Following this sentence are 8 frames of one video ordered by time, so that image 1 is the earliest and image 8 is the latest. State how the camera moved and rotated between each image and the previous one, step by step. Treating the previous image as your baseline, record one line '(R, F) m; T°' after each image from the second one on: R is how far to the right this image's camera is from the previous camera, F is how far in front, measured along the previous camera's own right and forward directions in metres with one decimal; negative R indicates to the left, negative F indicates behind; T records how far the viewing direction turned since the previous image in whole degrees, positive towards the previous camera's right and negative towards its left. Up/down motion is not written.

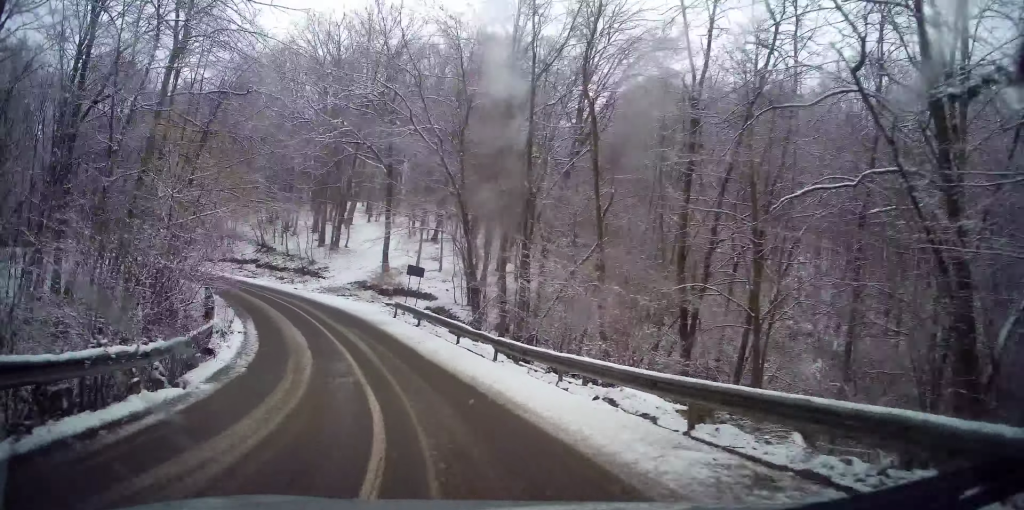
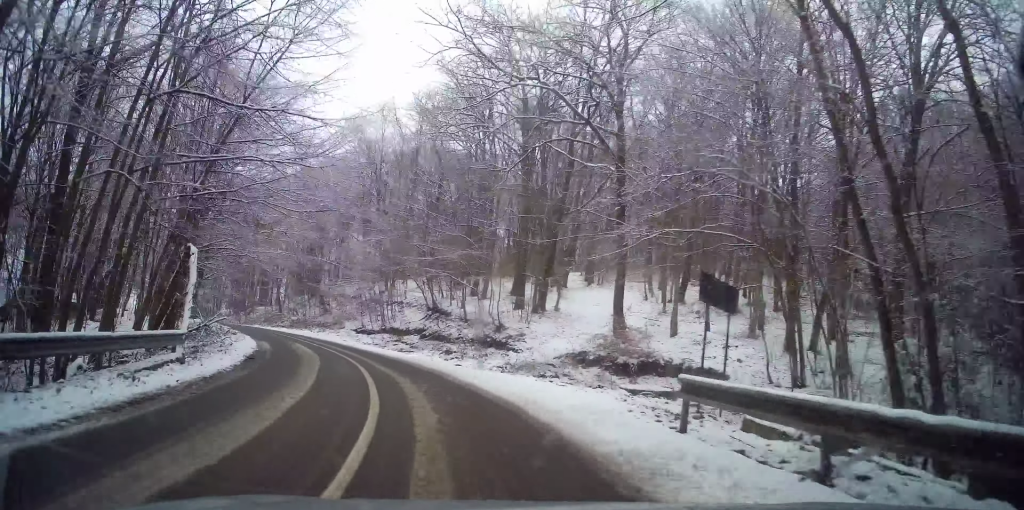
(-4.4, +16.0) m; -28°
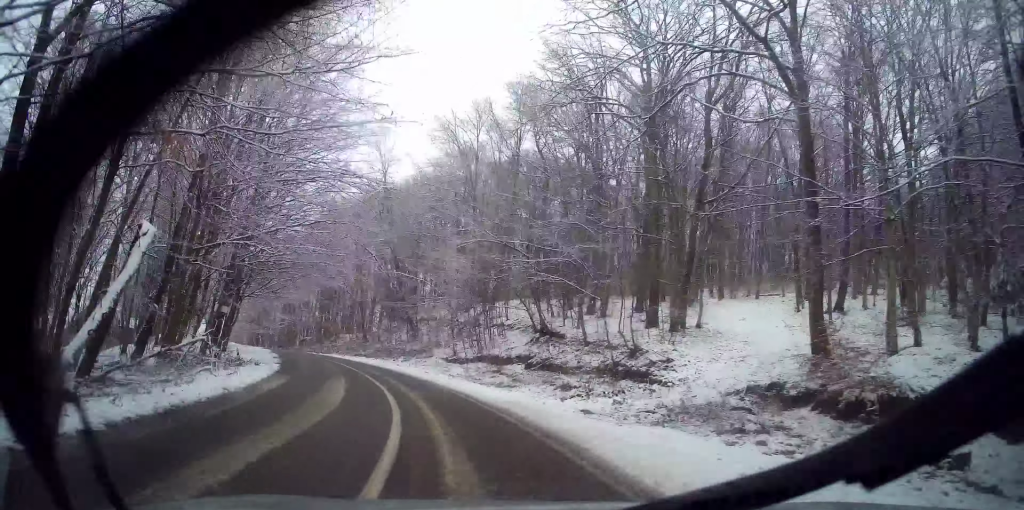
(-0.8, +8.1) m; -10°
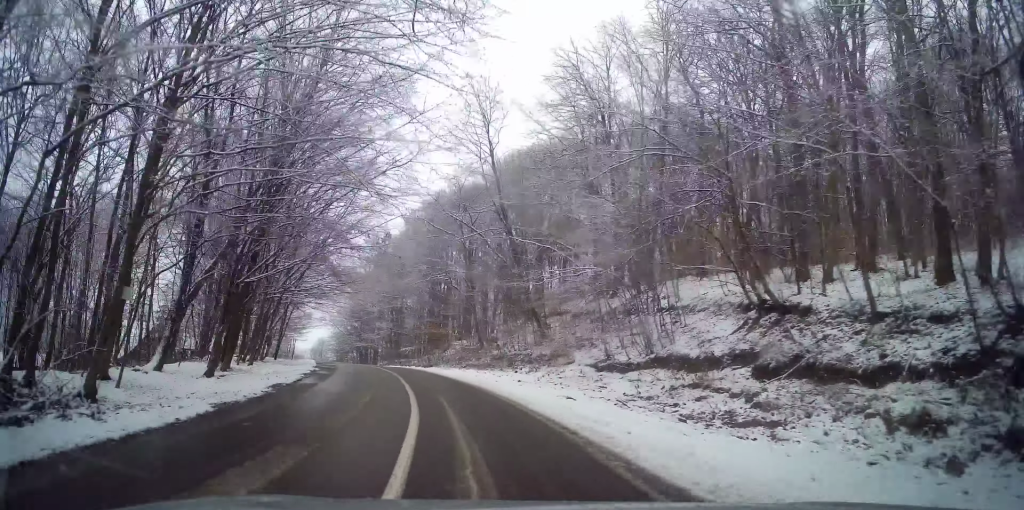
(-1.5, +12.8) m; -12°
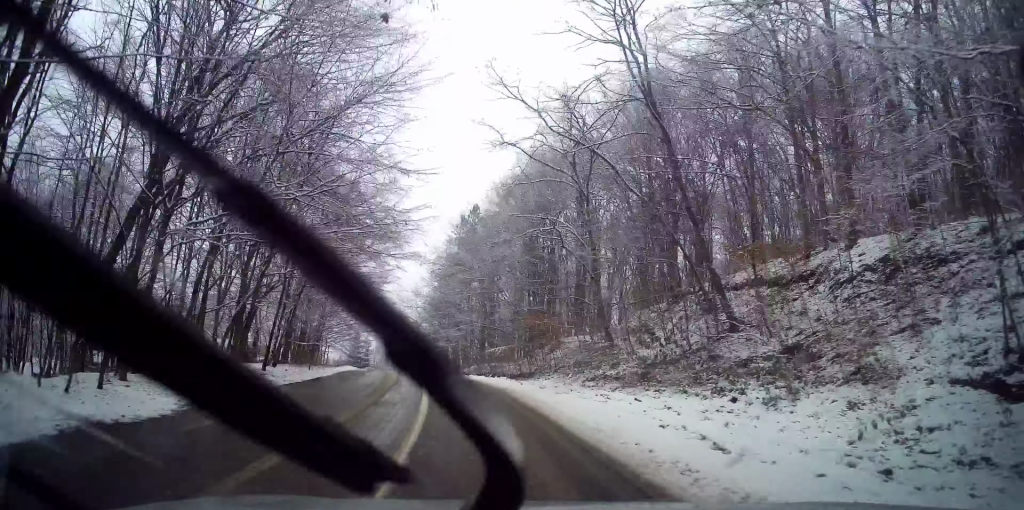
(-1.5, +16.1) m; -10°
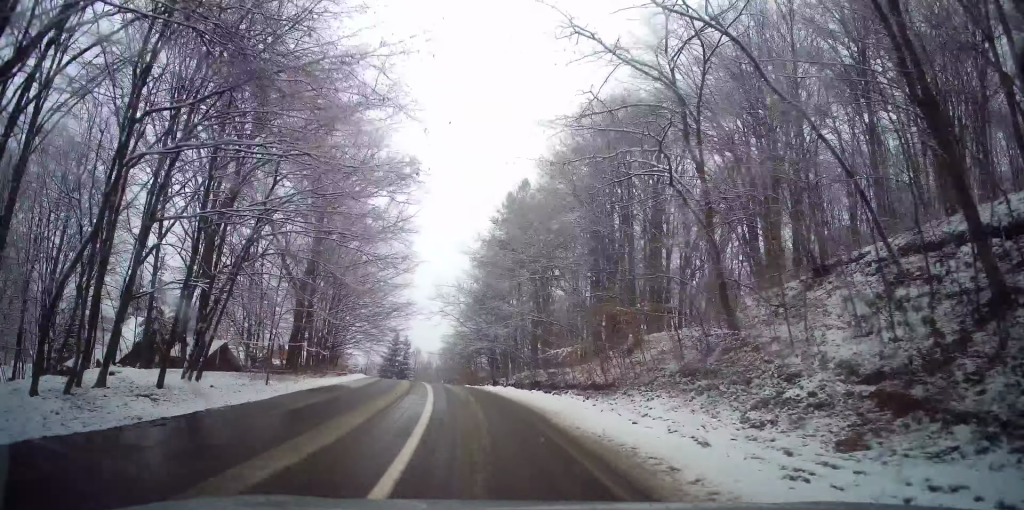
(-0.7, +10.9) m; -5°
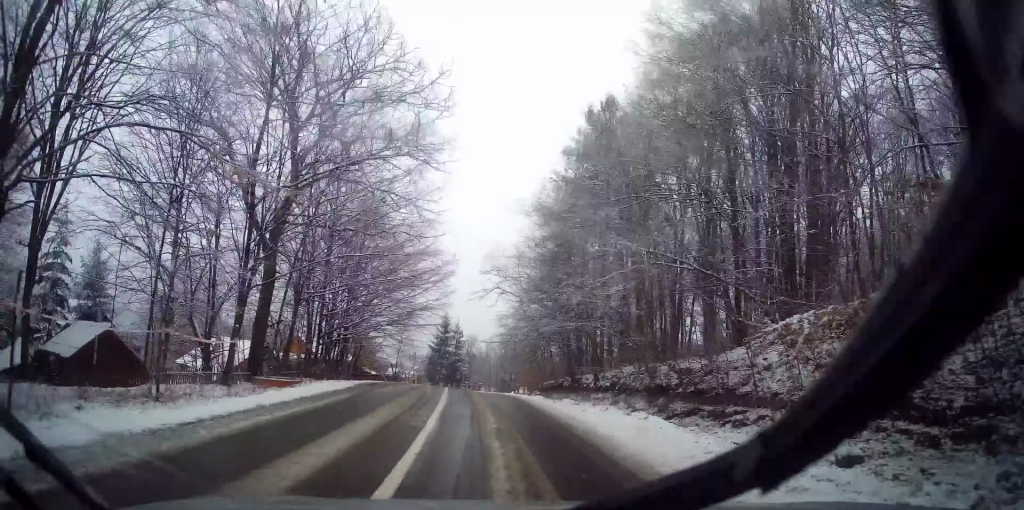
(-1.0, +17.1) m; -4°
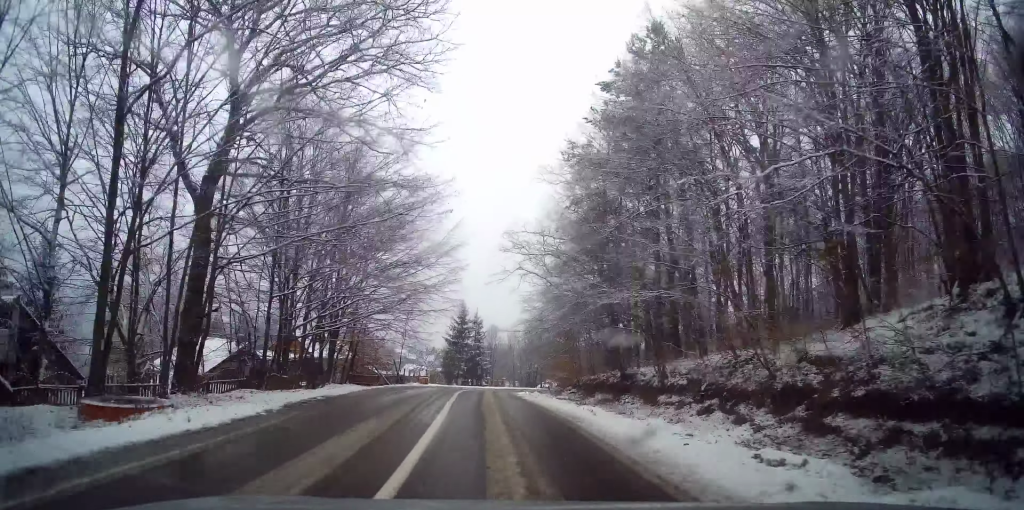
(-0.1, +8.8) m; -1°
